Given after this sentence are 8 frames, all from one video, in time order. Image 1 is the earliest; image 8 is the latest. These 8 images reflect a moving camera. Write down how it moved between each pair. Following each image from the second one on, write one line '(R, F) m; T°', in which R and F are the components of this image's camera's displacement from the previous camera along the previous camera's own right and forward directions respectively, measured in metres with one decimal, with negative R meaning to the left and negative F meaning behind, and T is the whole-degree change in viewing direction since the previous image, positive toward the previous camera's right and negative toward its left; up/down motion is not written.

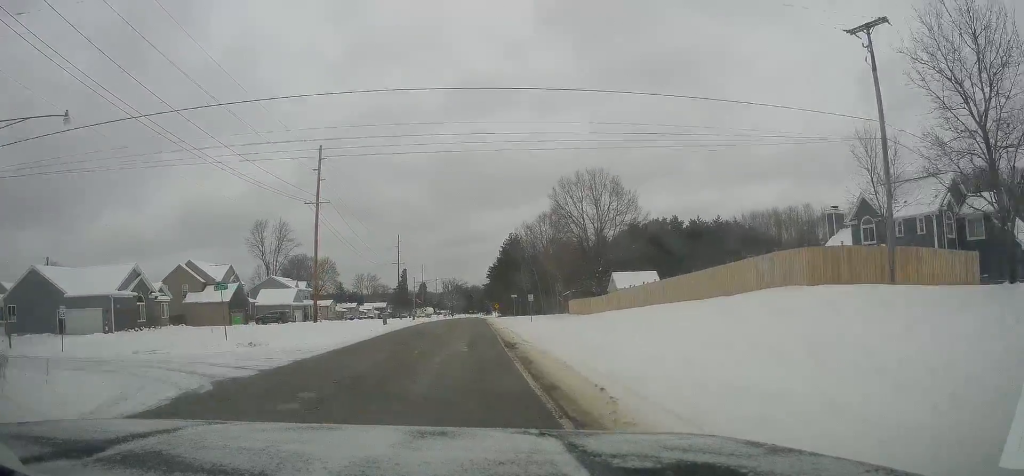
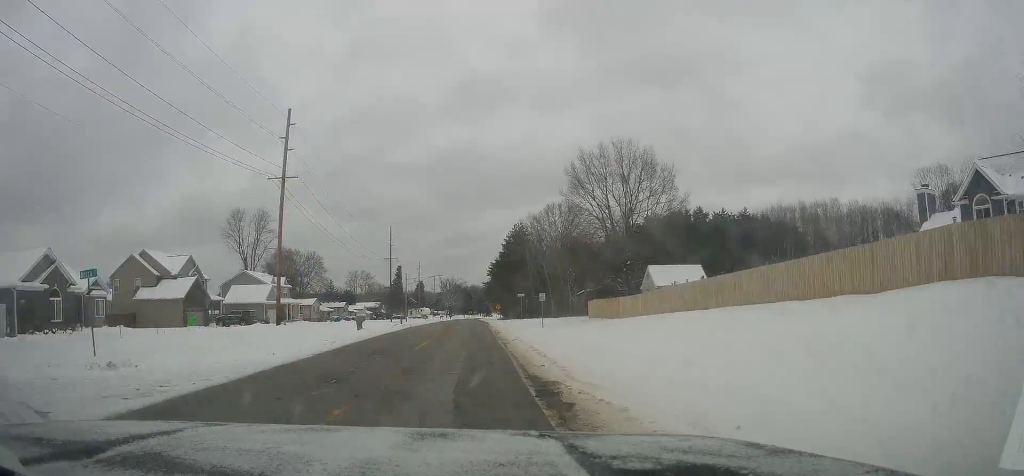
(-0.3, +12.6) m; 0°
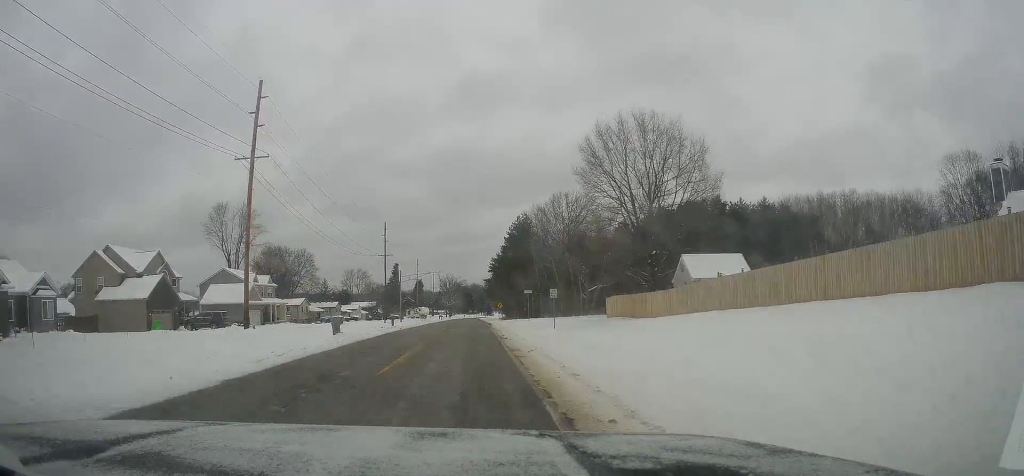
(-0.3, +8.0) m; 0°
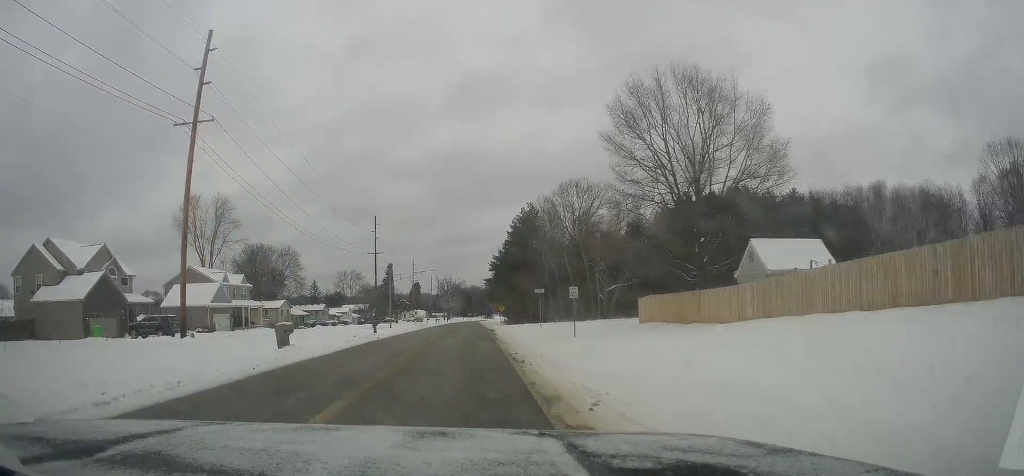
(+0.2, +10.7) m; +1°
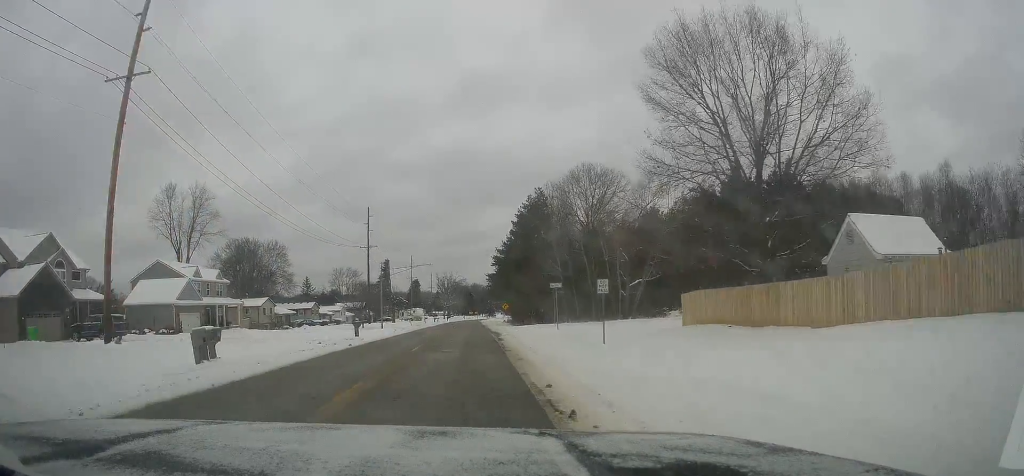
(+0.2, +8.8) m; +1°
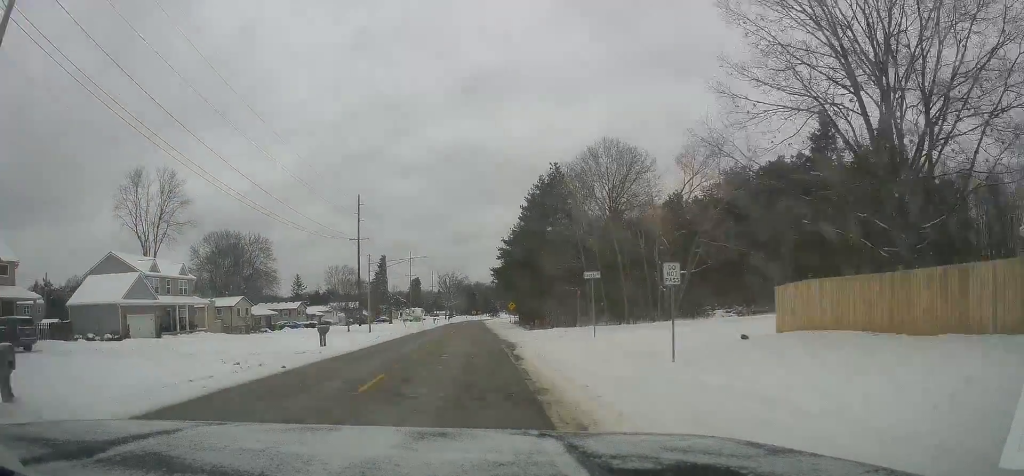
(+0.1, +10.8) m; 0°
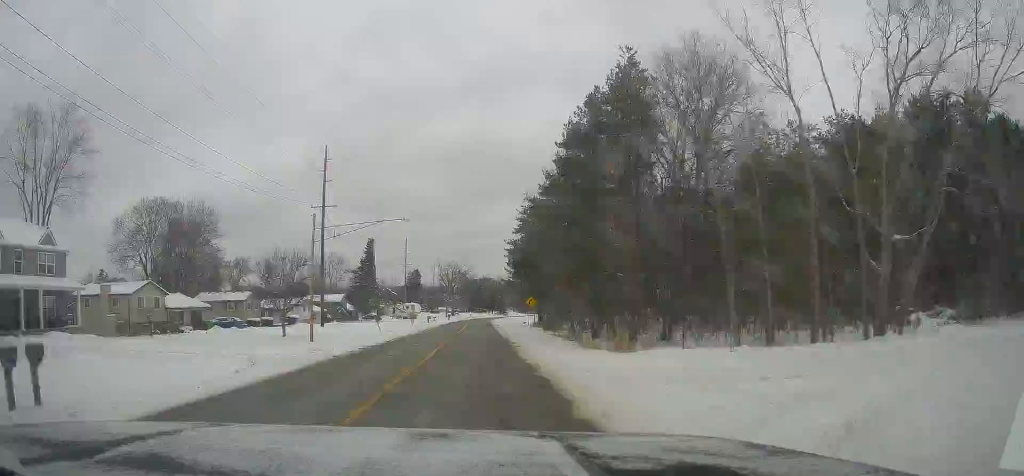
(-0.6, +25.0) m; -2°
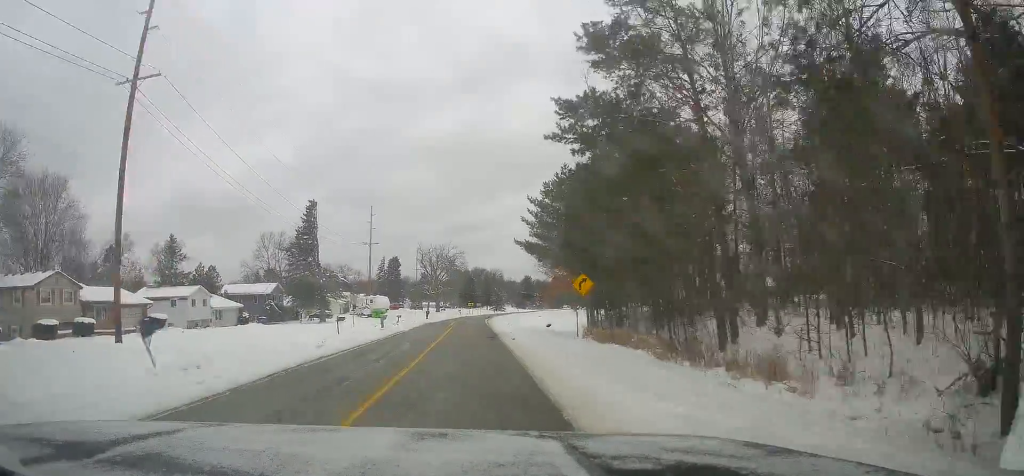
(+0.4, +39.1) m; 0°
